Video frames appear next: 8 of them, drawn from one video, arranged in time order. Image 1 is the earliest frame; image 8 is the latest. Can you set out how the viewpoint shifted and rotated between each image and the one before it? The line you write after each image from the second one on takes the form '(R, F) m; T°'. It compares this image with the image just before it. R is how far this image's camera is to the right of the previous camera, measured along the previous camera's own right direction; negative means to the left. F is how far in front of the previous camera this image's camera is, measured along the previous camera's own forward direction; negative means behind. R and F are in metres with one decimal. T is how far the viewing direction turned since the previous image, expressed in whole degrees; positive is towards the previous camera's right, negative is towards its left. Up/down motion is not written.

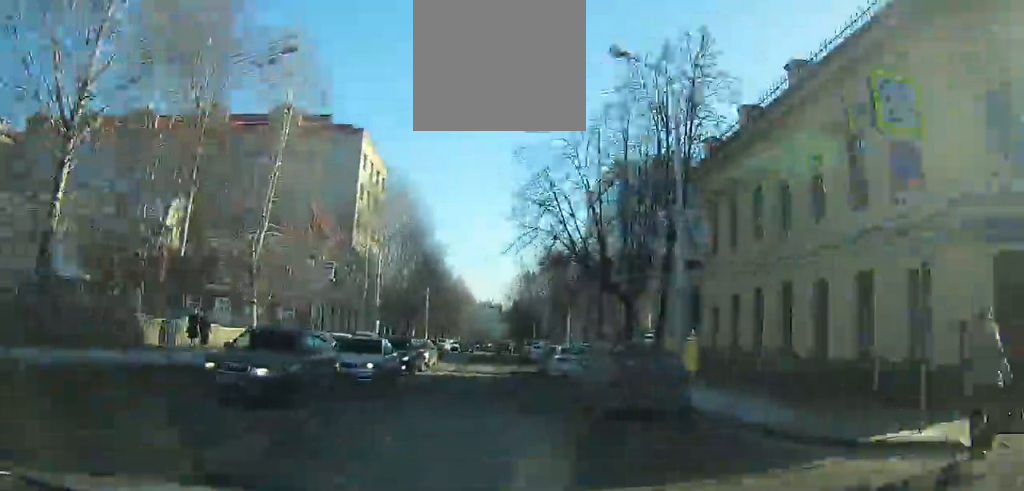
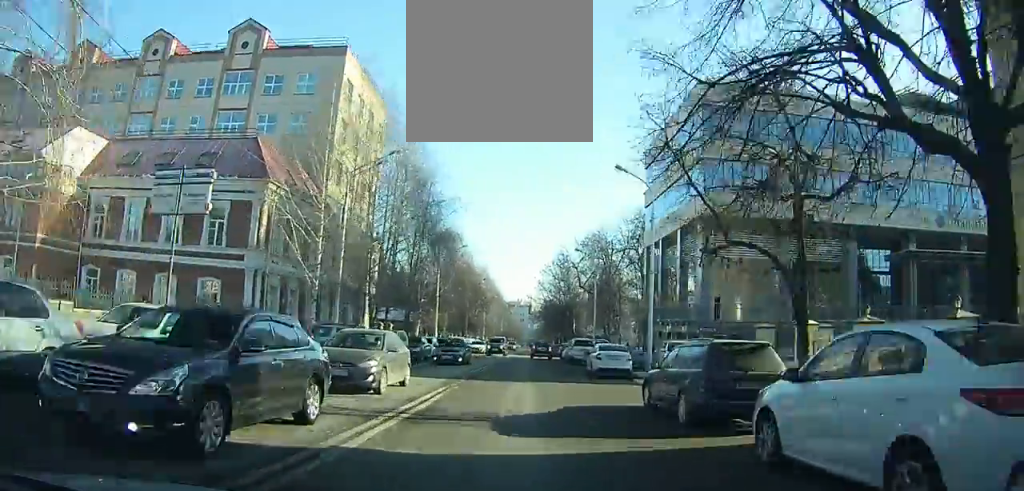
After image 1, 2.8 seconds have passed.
(-0.6, +15.6) m; -2°
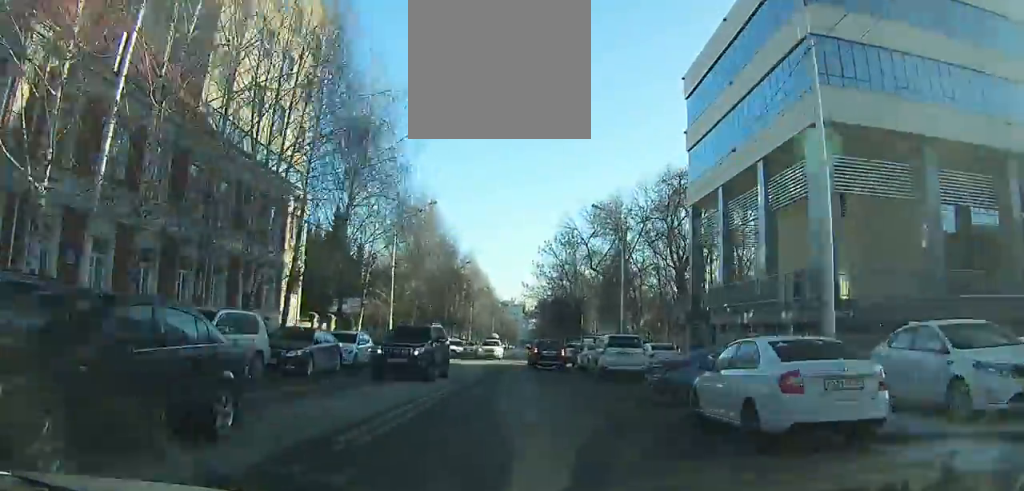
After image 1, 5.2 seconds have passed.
(-0.1, +13.8) m; +1°
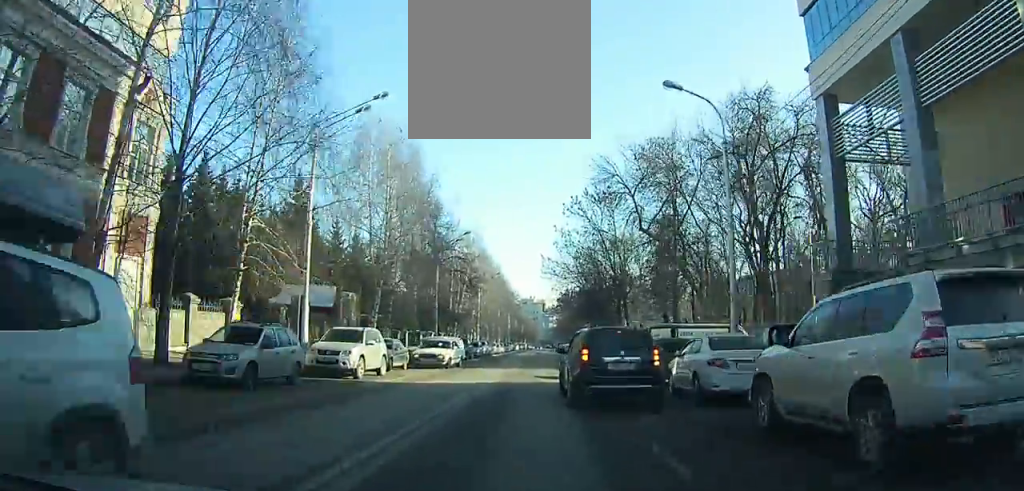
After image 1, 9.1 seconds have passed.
(+0.4, +22.7) m; 0°
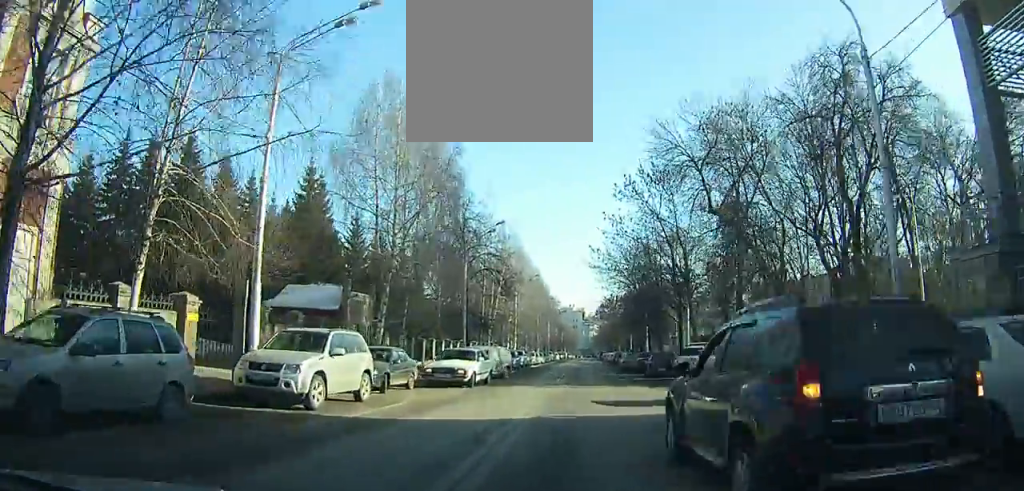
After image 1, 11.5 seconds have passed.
(-0.1, +15.6) m; 0°
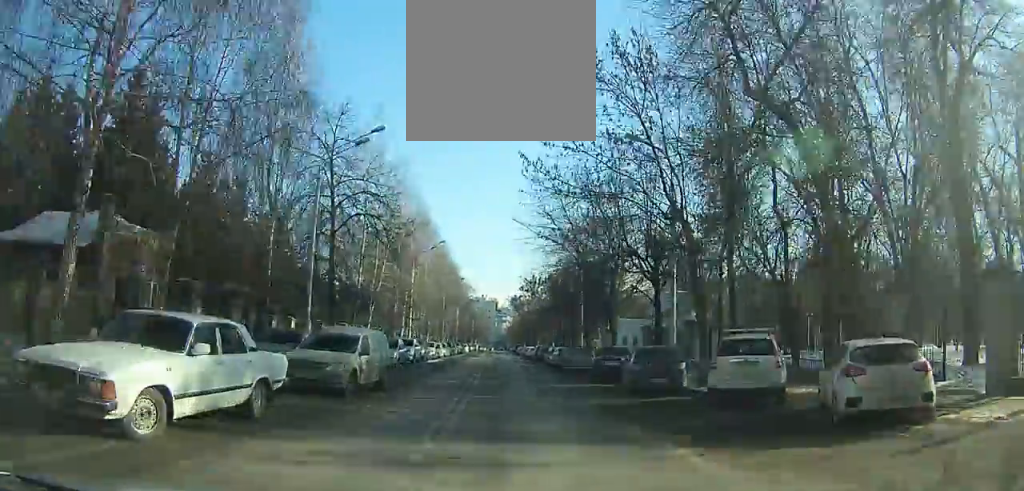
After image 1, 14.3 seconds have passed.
(0.0, +22.3) m; 0°
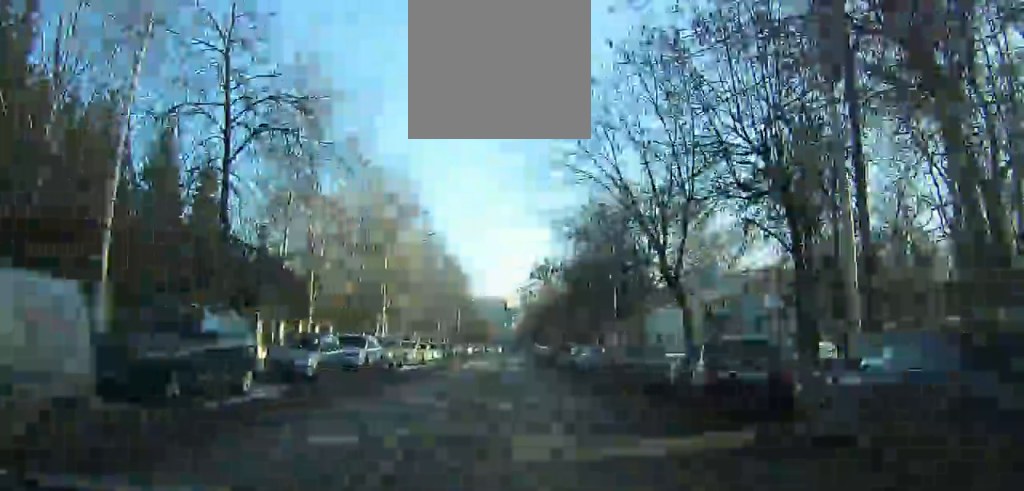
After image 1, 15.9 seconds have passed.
(-0.1, +15.5) m; -1°
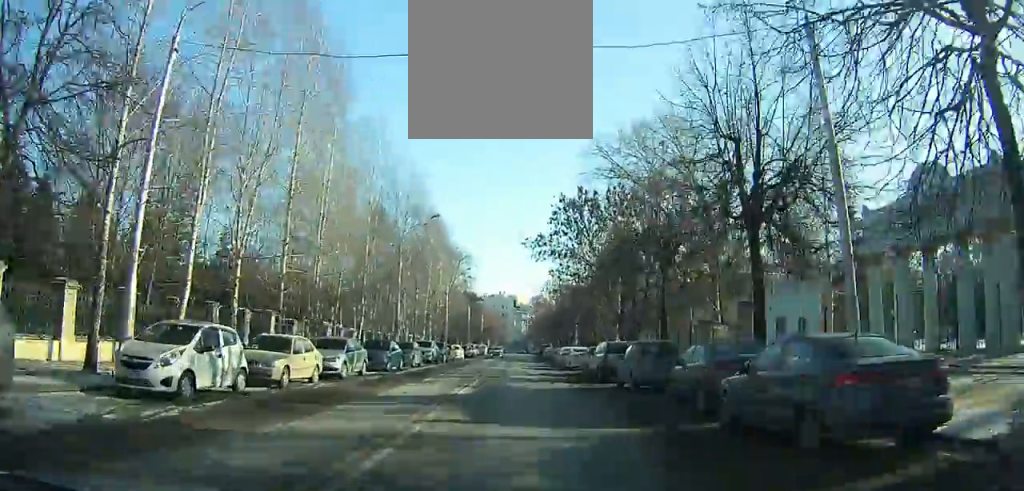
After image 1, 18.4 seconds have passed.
(-0.2, +26.8) m; -1°
